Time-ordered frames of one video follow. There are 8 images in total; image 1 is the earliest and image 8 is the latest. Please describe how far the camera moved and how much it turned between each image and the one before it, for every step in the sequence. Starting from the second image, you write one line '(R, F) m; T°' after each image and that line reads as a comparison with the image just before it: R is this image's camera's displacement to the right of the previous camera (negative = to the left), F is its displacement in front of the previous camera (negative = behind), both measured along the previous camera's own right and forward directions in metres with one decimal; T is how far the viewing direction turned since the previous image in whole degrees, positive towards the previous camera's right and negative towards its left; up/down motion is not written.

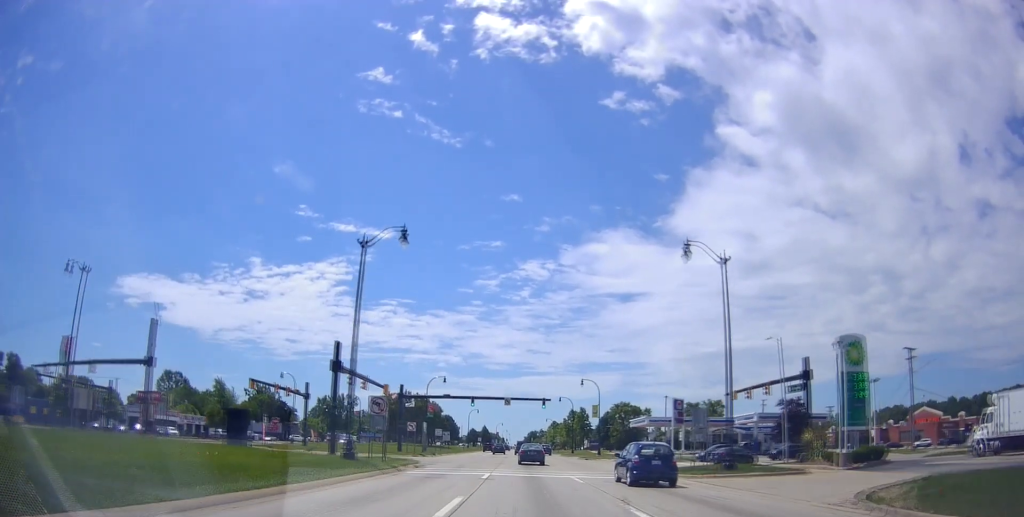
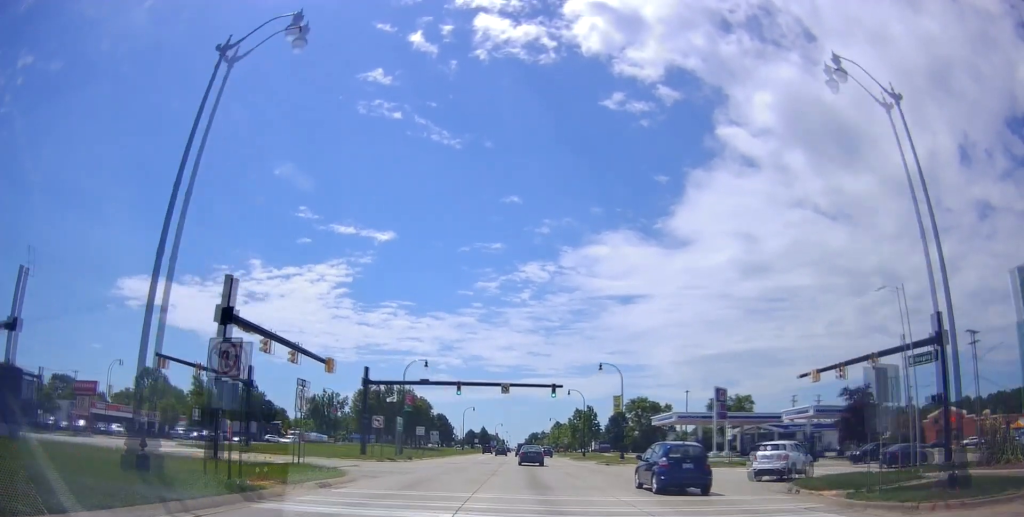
(0.0, +15.5) m; +1°
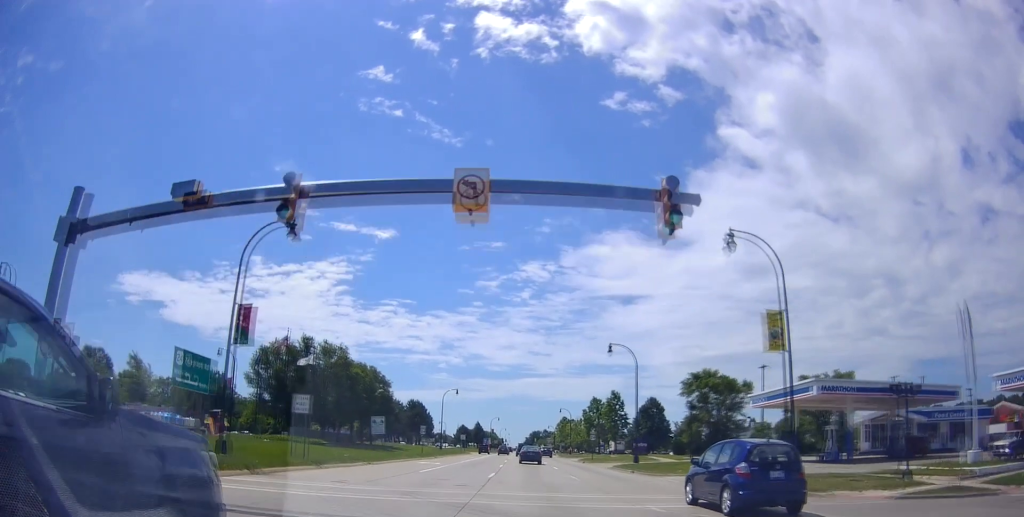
(+0.5, +35.5) m; -1°
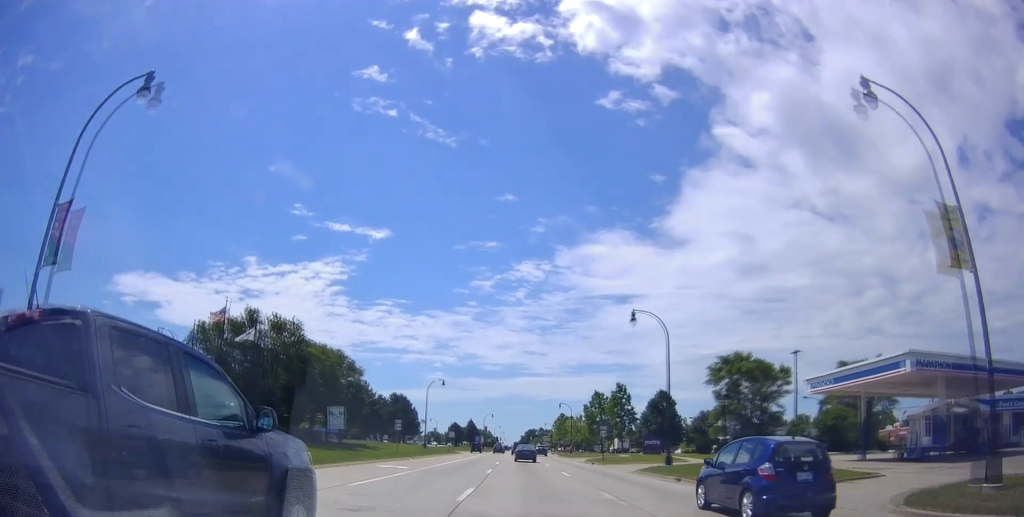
(0.0, +11.0) m; -1°
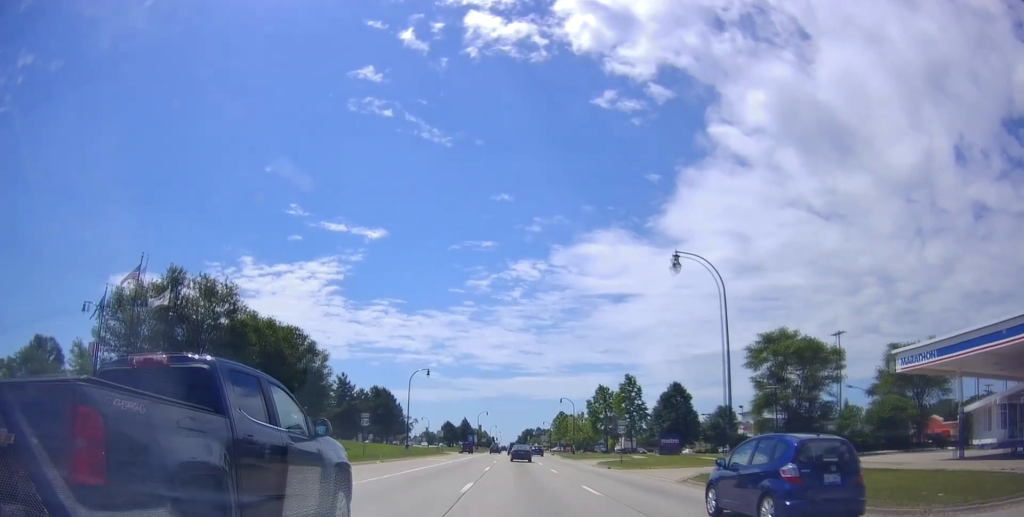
(-0.5, +10.5) m; 0°
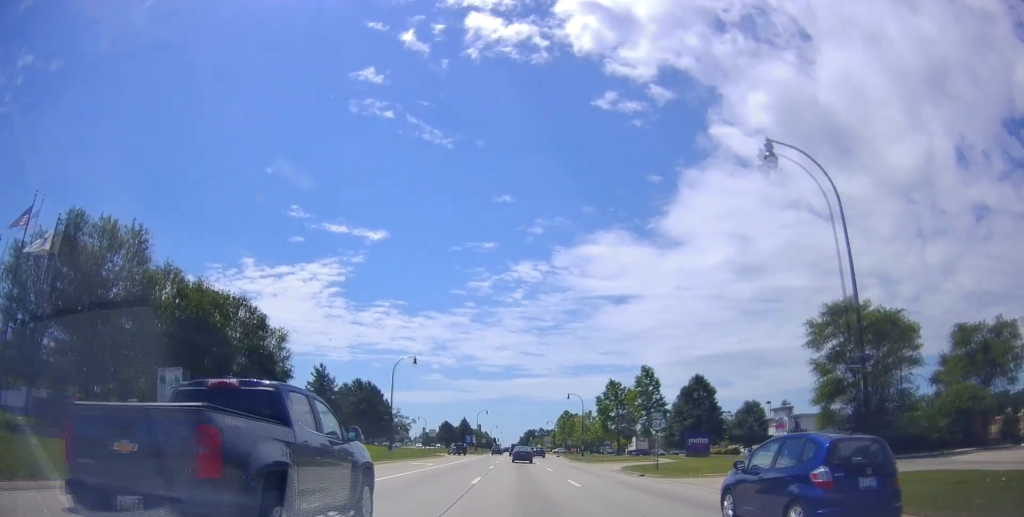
(0.0, +10.0) m; +1°
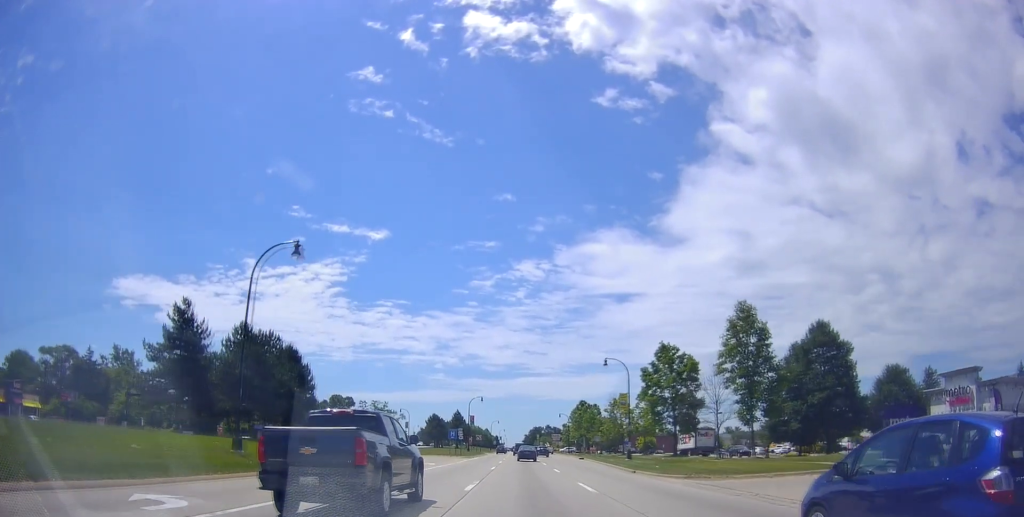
(+1.1, +32.7) m; +2°
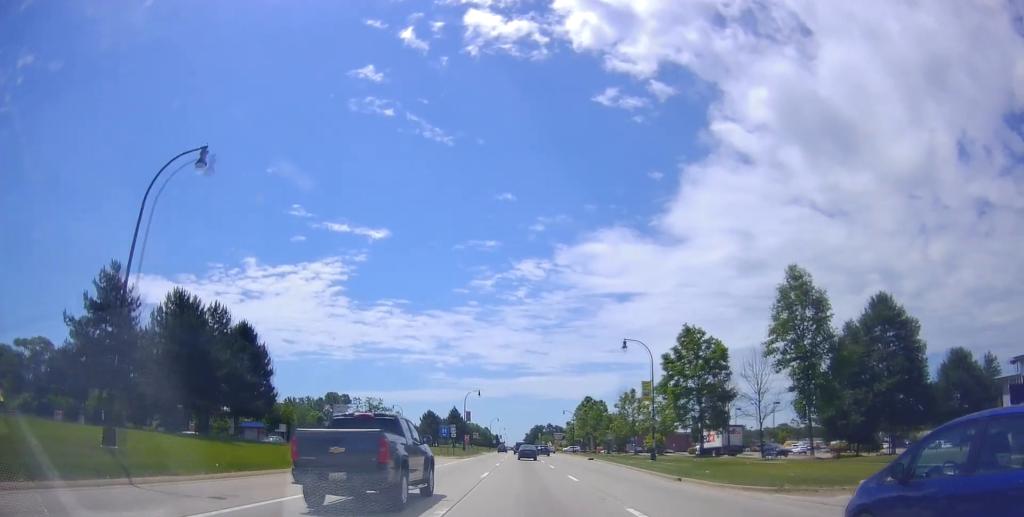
(0.0, +9.3) m; 0°
